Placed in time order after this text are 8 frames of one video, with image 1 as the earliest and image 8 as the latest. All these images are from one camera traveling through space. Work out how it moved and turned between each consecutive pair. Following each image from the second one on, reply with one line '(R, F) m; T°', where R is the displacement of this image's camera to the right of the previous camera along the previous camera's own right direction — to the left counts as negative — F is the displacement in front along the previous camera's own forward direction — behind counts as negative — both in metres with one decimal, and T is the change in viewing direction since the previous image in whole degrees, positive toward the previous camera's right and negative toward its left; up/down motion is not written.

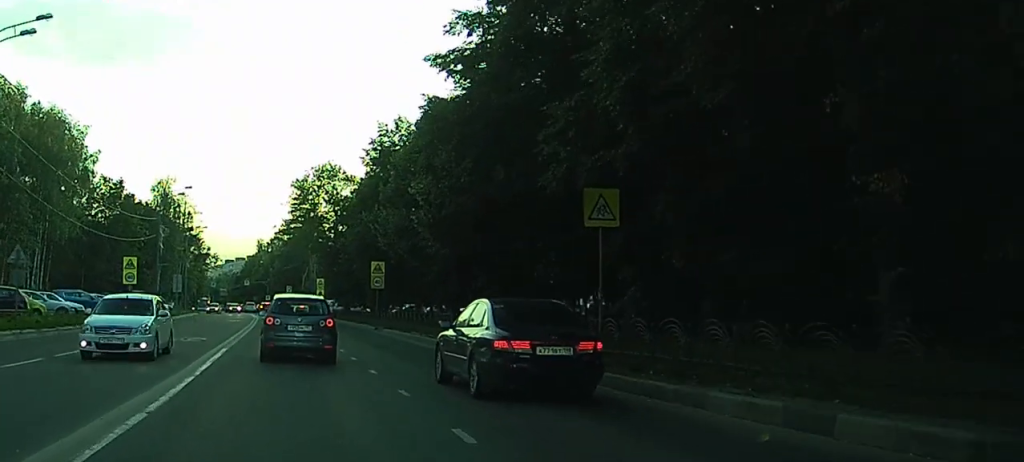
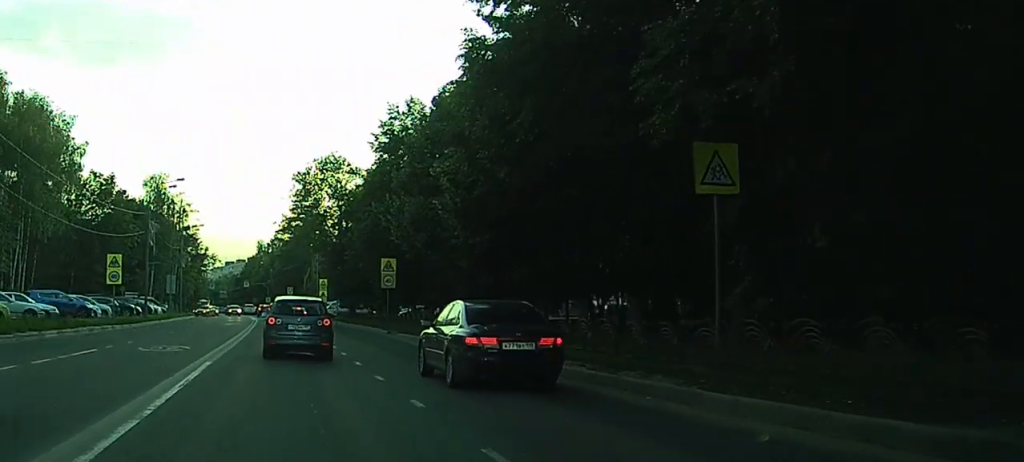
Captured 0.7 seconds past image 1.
(+0.1, +5.3) m; 0°
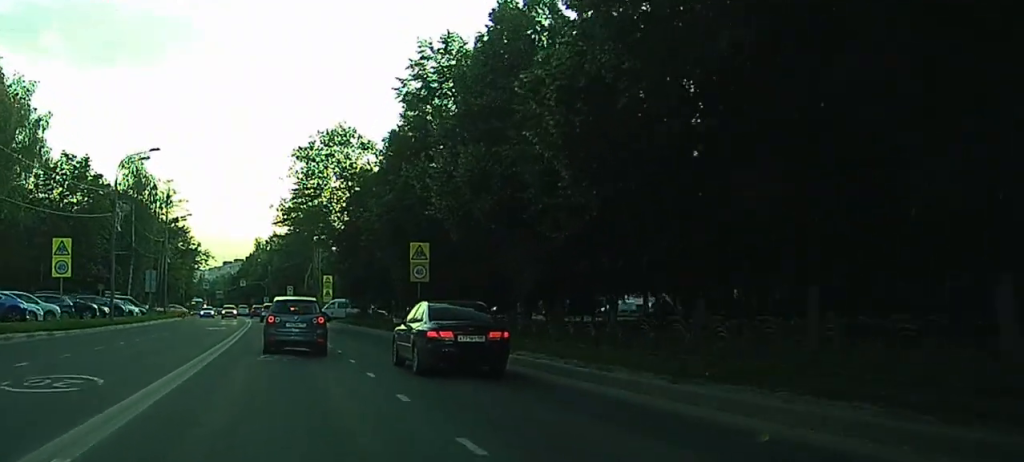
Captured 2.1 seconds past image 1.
(-0.2, +11.5) m; -1°
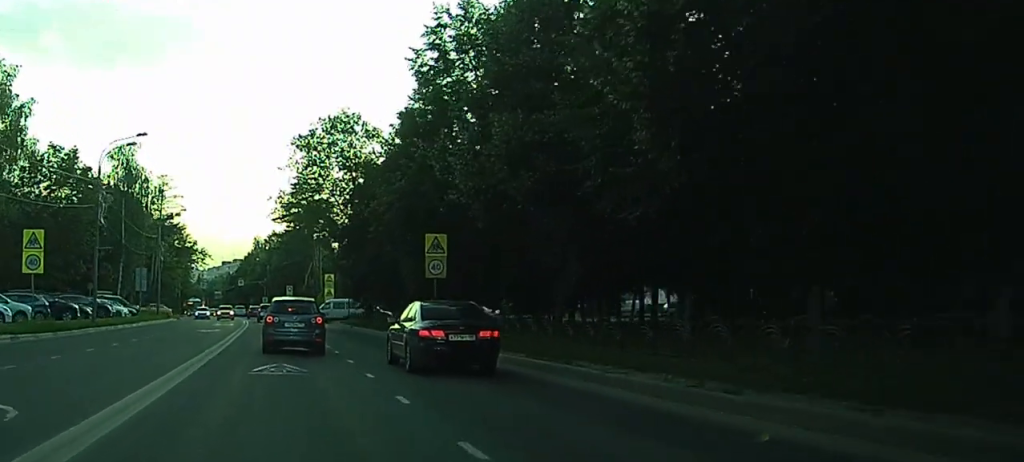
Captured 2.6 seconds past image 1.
(0.0, +4.1) m; 0°
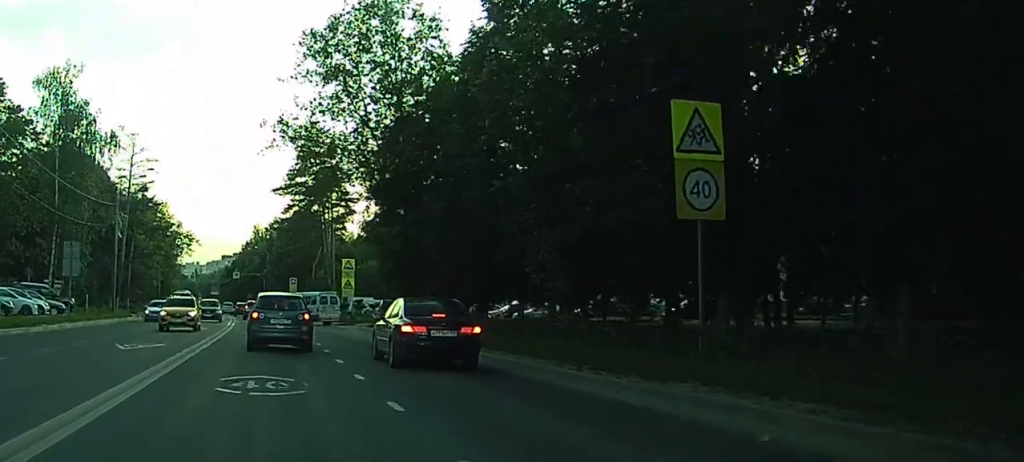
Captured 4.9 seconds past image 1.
(-0.6, +22.3) m; -4°
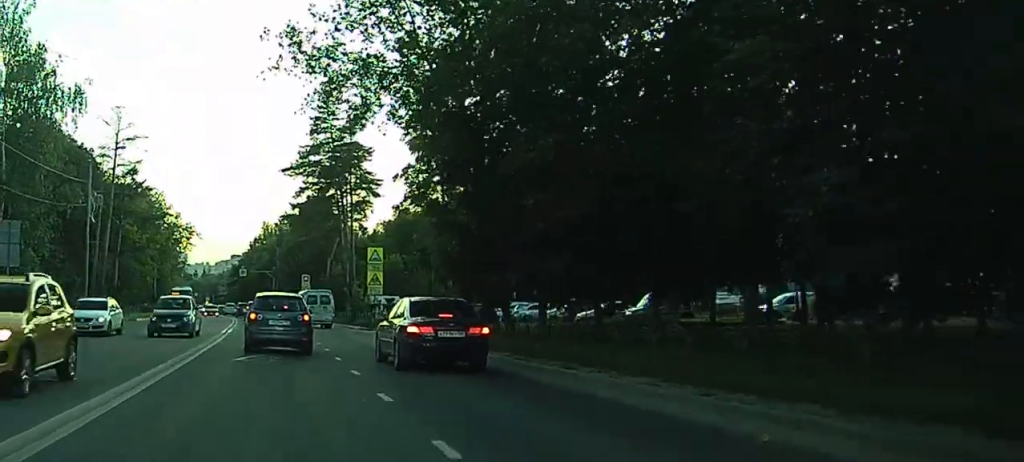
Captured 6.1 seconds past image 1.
(-0.2, +12.3) m; 0°
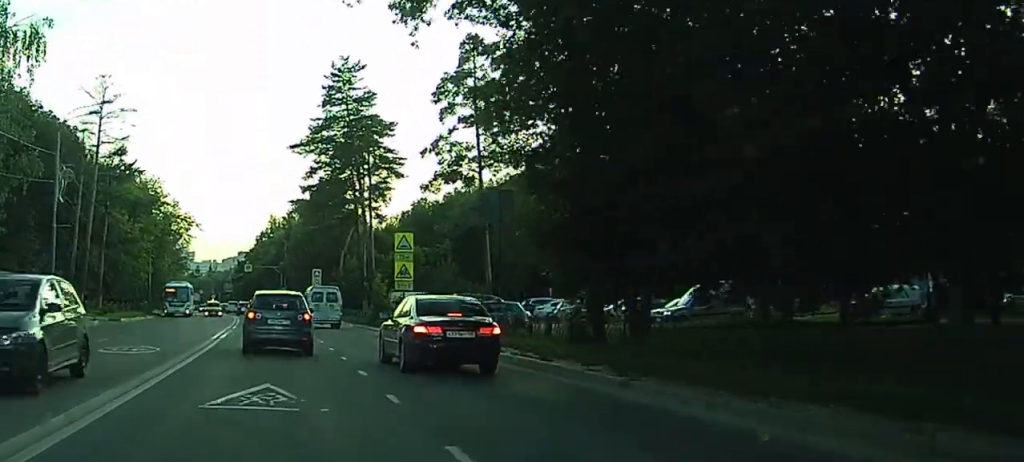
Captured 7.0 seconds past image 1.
(+0.1, +9.5) m; 0°
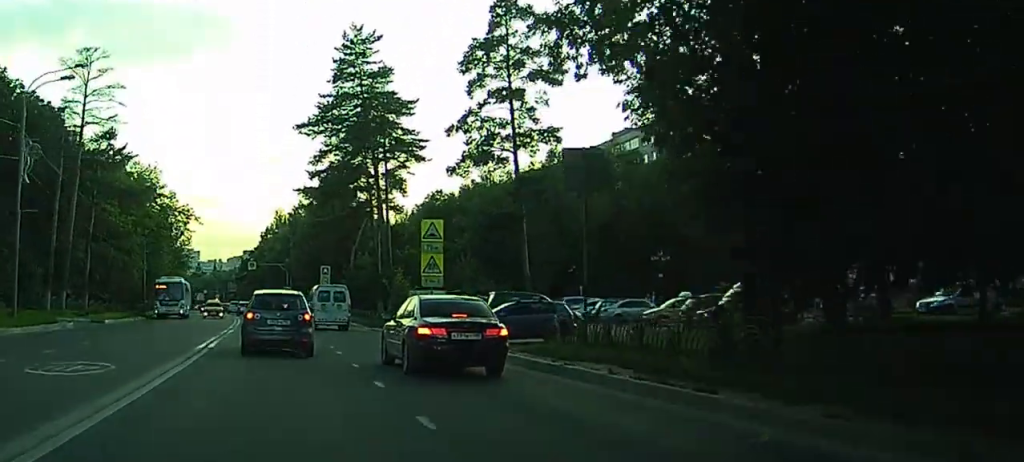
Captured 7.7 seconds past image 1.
(0.0, +7.0) m; -1°
